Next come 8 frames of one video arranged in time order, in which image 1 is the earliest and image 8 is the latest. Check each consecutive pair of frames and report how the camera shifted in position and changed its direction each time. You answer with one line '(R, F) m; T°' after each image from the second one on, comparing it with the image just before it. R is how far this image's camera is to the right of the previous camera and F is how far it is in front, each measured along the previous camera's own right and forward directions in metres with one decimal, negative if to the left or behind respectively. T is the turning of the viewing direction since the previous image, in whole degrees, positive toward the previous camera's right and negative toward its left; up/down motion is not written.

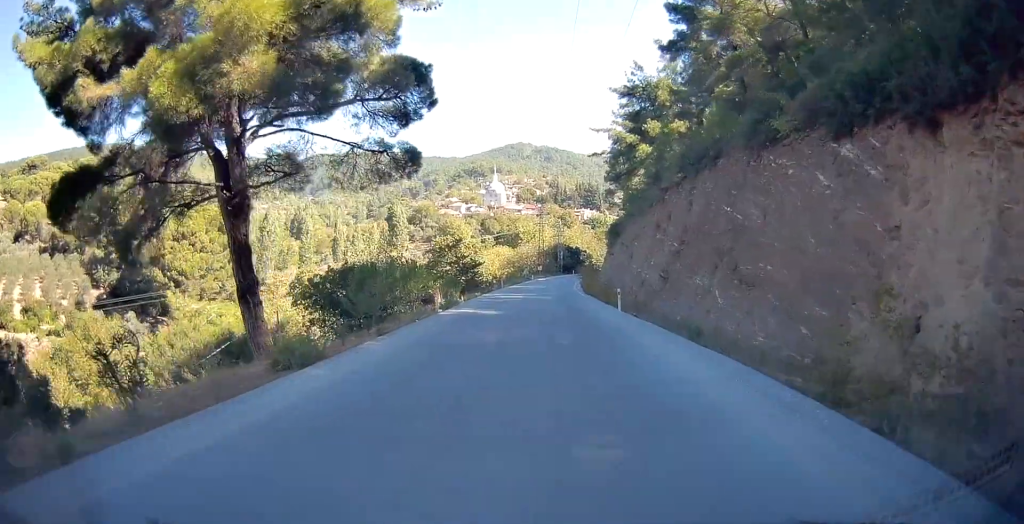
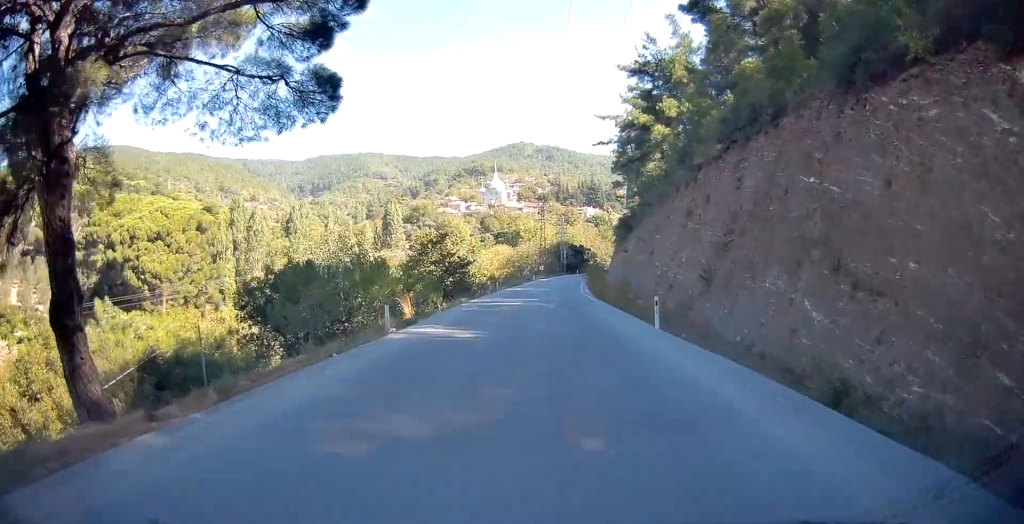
(0.0, +7.2) m; -2°
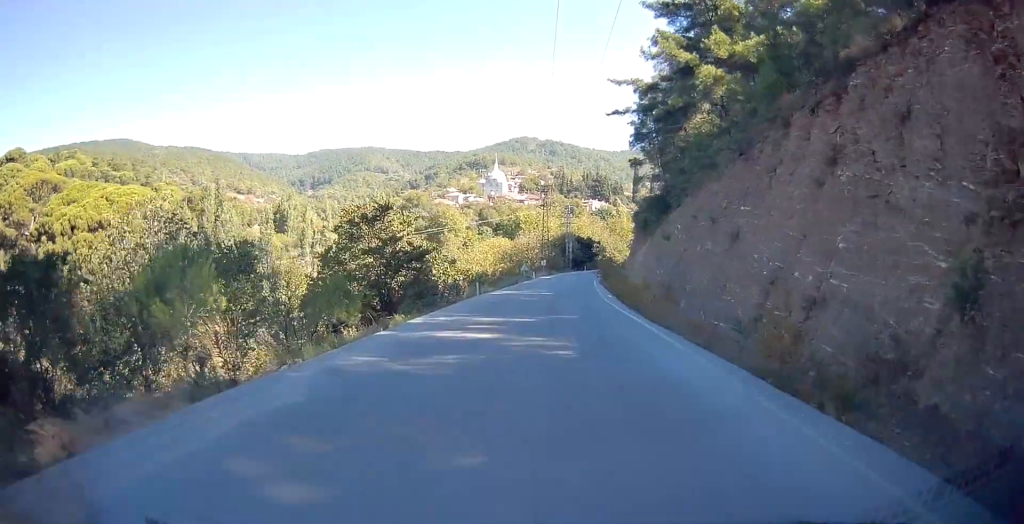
(-0.3, +14.3) m; +2°
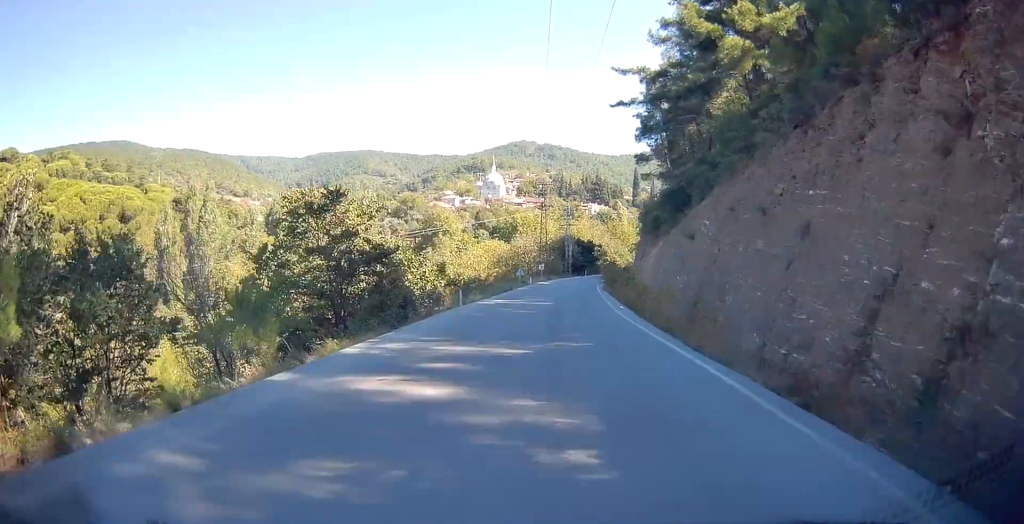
(+0.2, +5.4) m; +2°
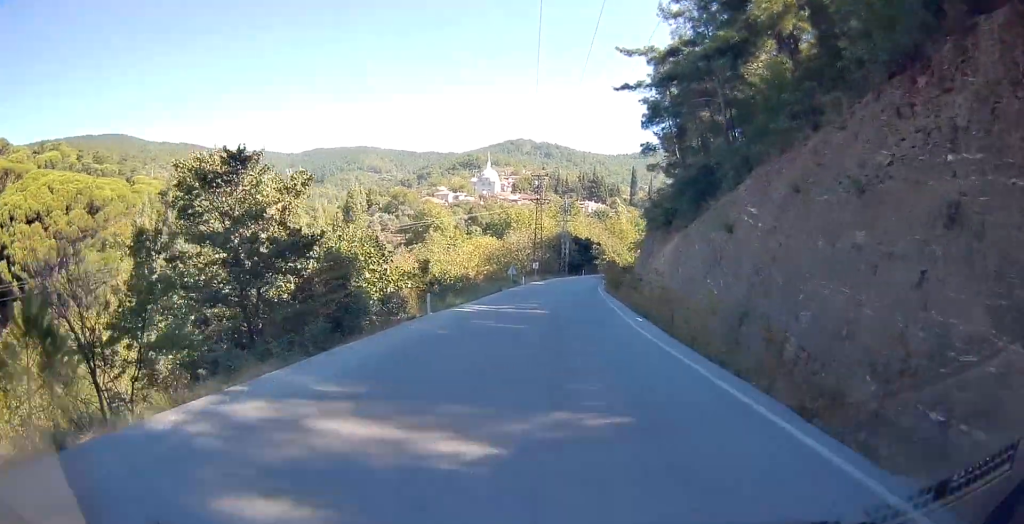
(+0.1, +5.8) m; +2°
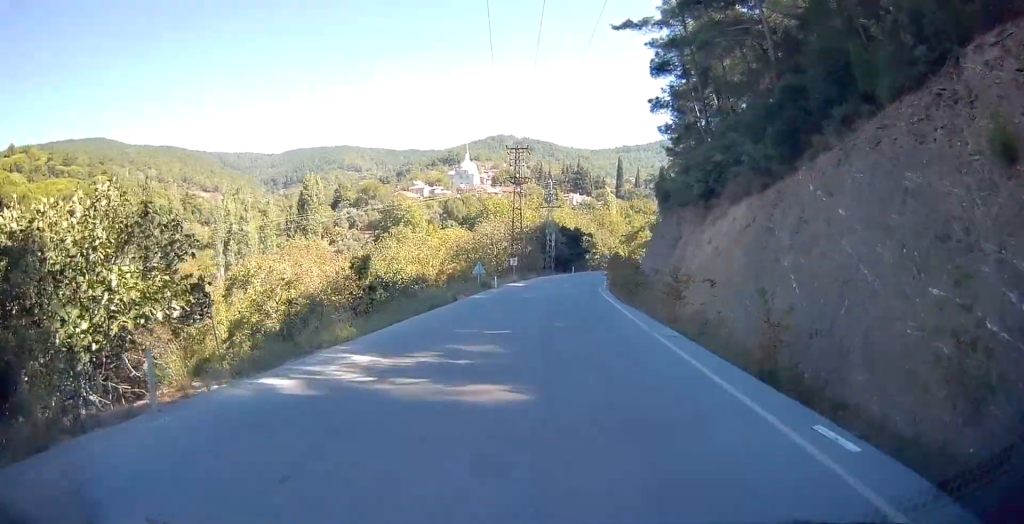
(+0.4, +13.7) m; +2°
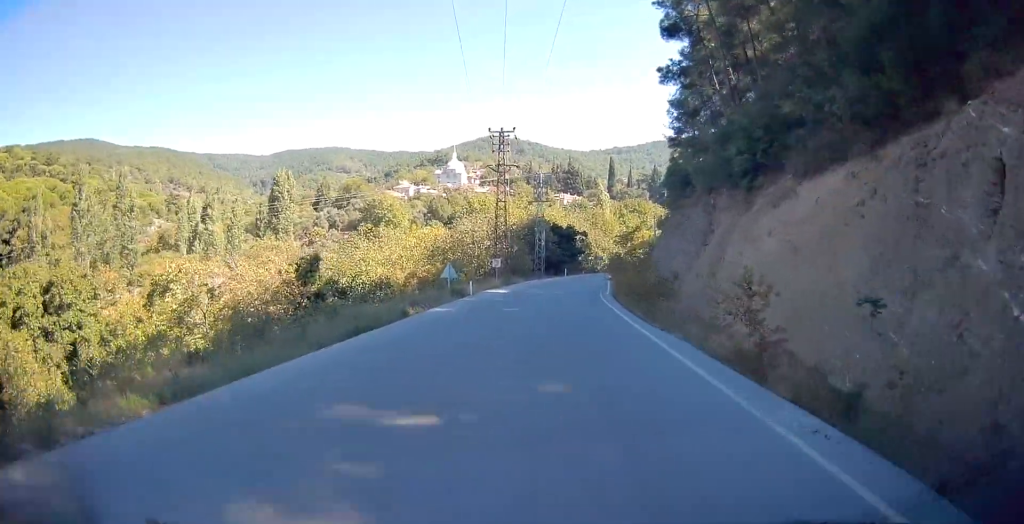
(0.0, +7.5) m; 0°
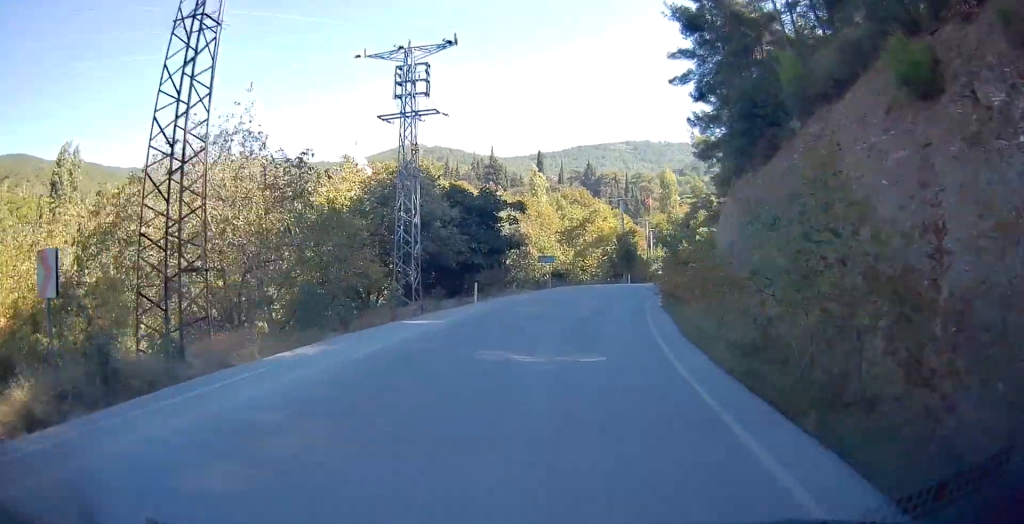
(+1.7, +35.3) m; +7°
